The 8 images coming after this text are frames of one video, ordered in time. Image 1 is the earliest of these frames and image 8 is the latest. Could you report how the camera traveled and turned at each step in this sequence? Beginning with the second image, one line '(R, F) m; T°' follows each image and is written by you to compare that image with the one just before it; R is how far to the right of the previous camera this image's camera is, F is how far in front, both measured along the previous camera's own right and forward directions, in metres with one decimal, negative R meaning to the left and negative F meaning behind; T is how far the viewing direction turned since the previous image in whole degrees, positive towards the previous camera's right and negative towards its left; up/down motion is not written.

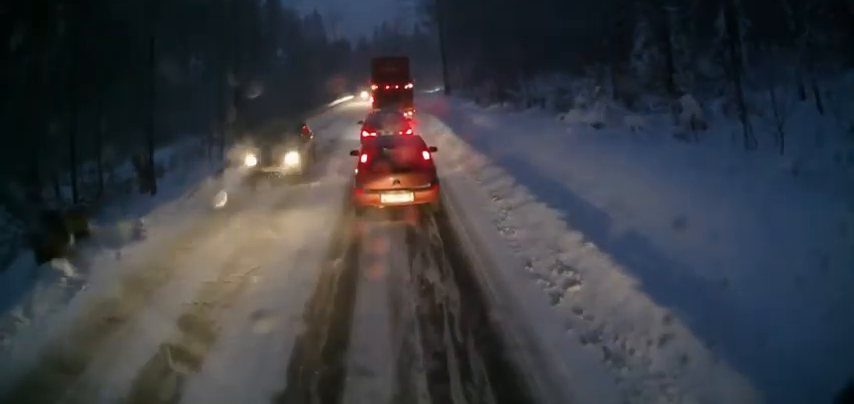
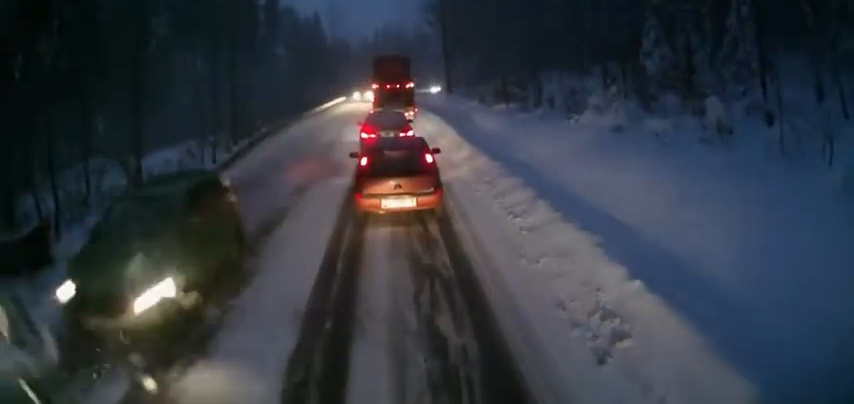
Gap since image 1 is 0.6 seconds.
(0.0, +1.3) m; -4°
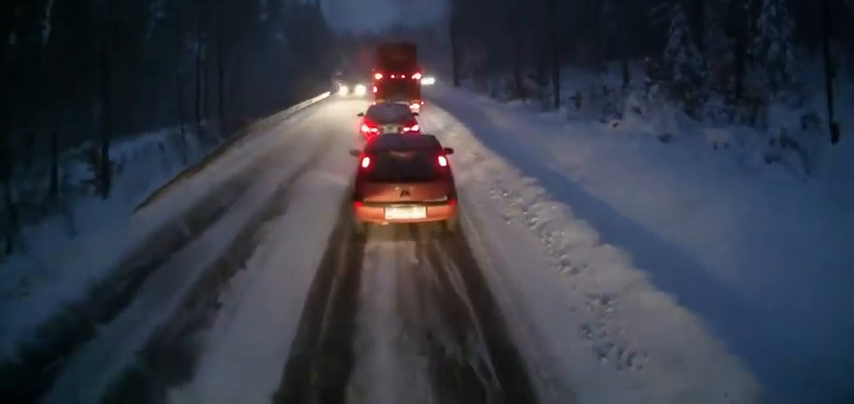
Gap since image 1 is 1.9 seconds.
(-0.3, +2.6) m; -3°
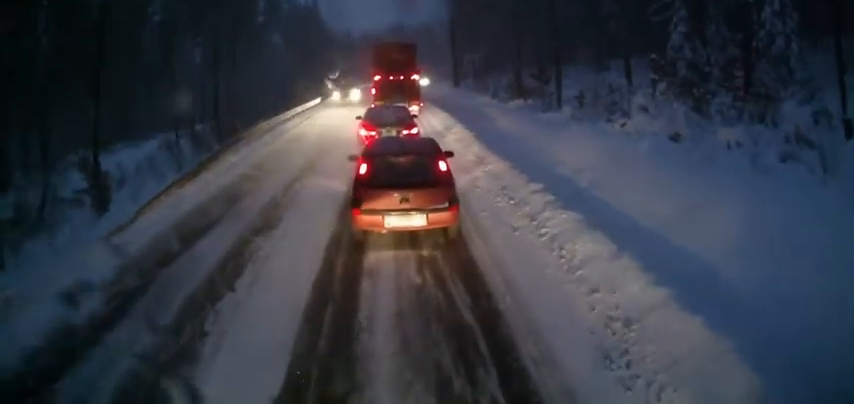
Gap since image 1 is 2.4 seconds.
(0.0, +0.8) m; +1°
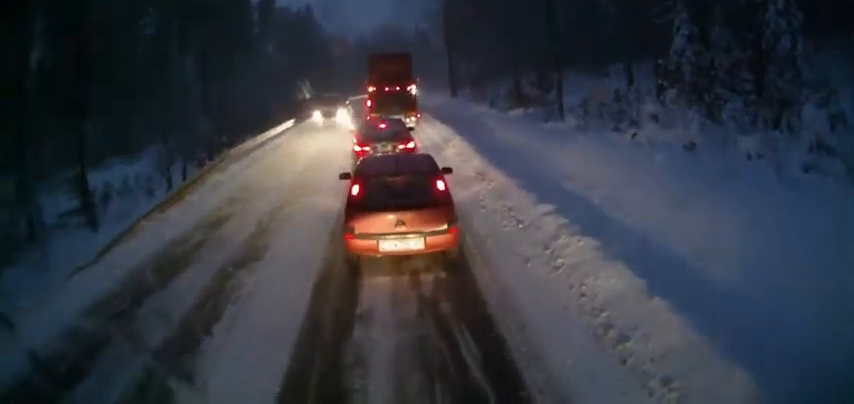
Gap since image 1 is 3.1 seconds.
(+0.2, +1.3) m; +1°
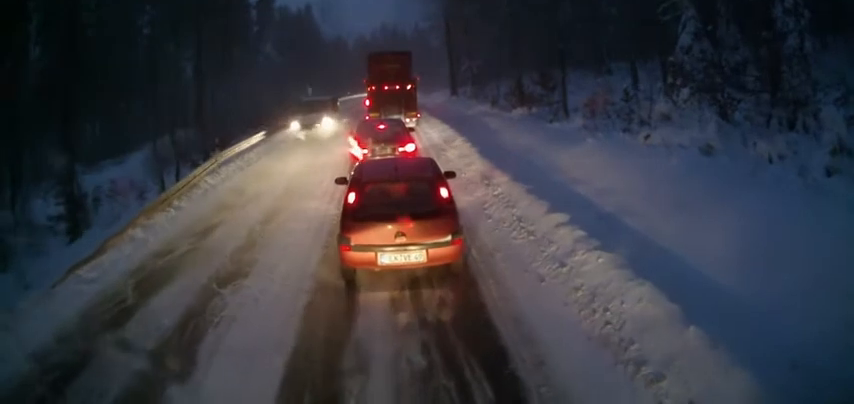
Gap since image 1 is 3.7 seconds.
(-0.1, +0.8) m; 0°
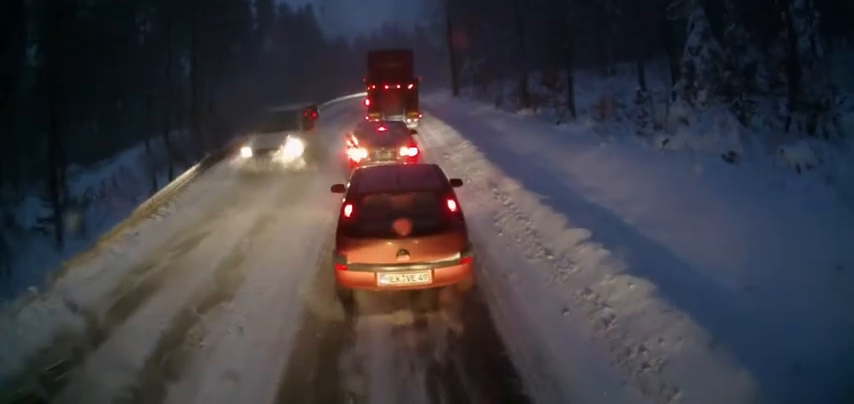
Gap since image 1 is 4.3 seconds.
(-0.2, +0.9) m; 0°
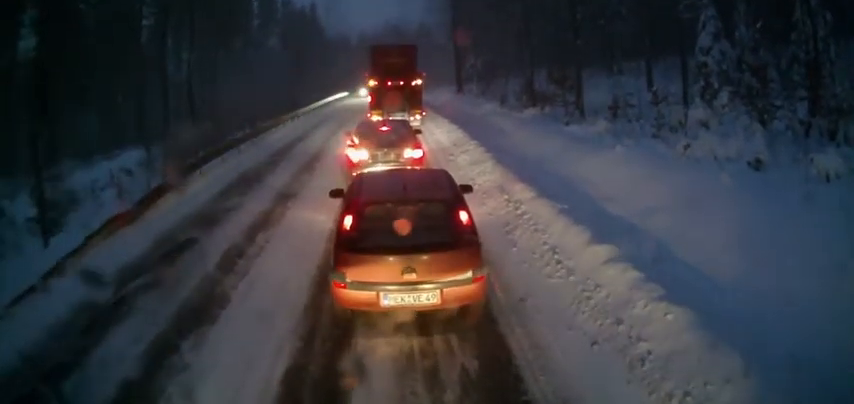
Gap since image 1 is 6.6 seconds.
(-0.3, +1.7) m; 0°
